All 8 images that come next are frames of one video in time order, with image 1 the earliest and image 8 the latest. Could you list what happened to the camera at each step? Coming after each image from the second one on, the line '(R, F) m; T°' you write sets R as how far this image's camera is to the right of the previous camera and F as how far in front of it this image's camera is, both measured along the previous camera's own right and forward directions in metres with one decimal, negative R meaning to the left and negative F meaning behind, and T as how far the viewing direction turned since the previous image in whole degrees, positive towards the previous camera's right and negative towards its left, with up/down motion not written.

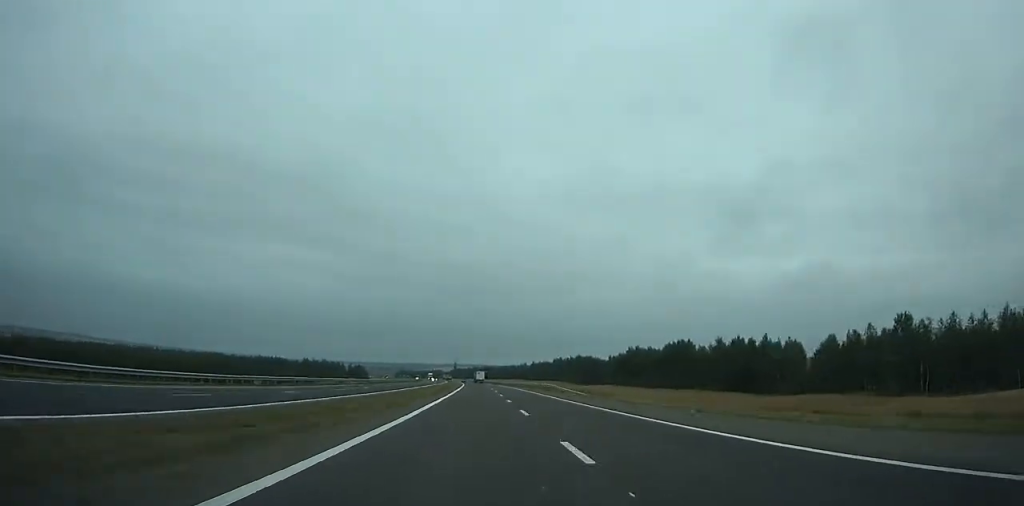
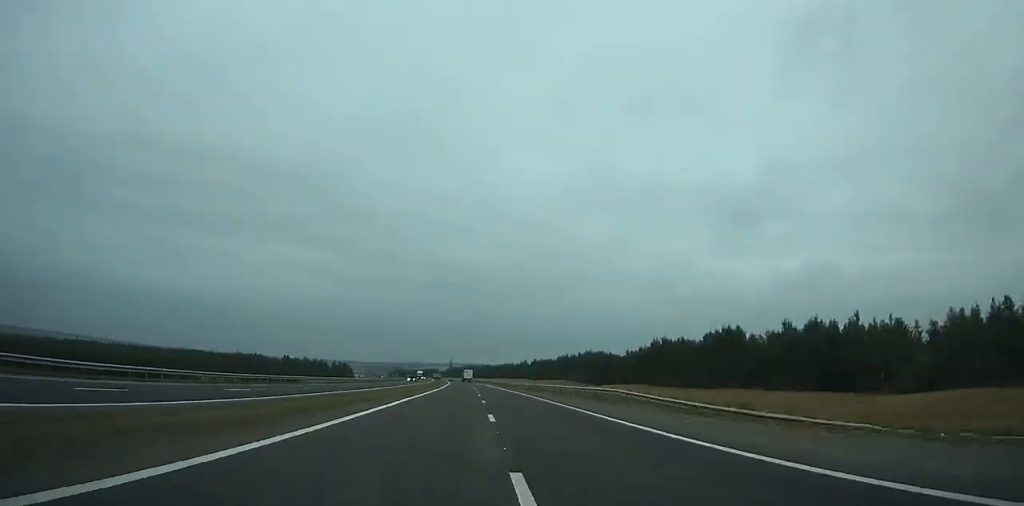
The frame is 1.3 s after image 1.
(0.0, +38.9) m; -1°
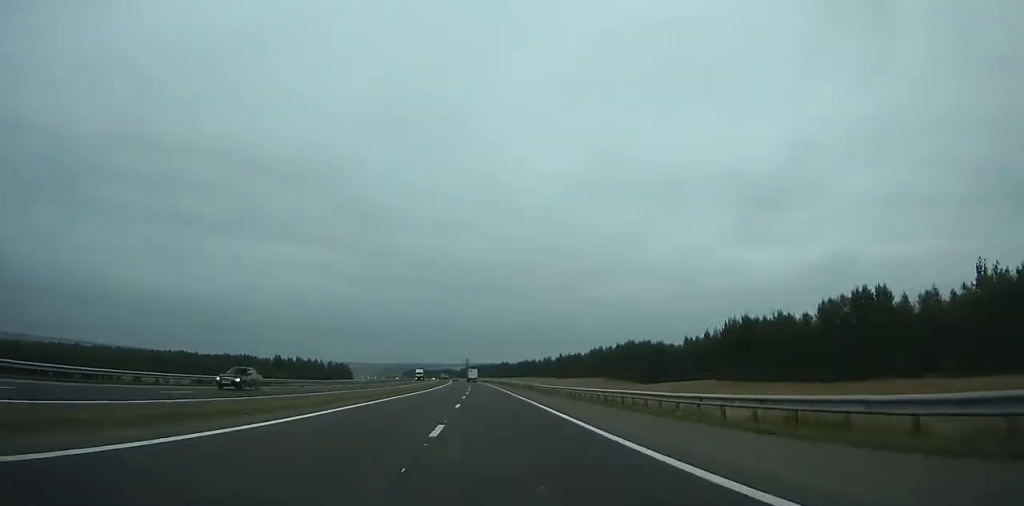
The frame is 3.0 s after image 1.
(-0.6, +50.0) m; -1°
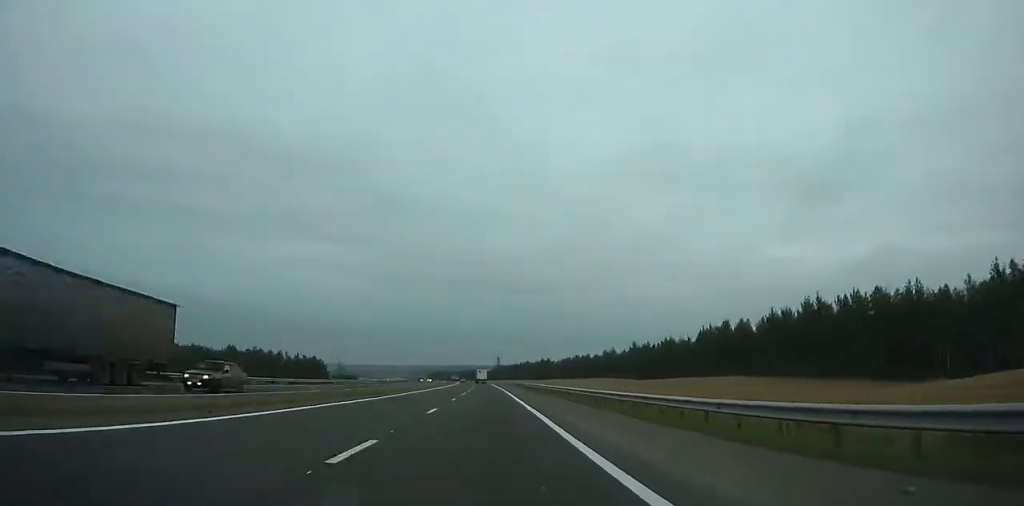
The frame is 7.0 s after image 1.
(-2.8, +114.5) m; -3°
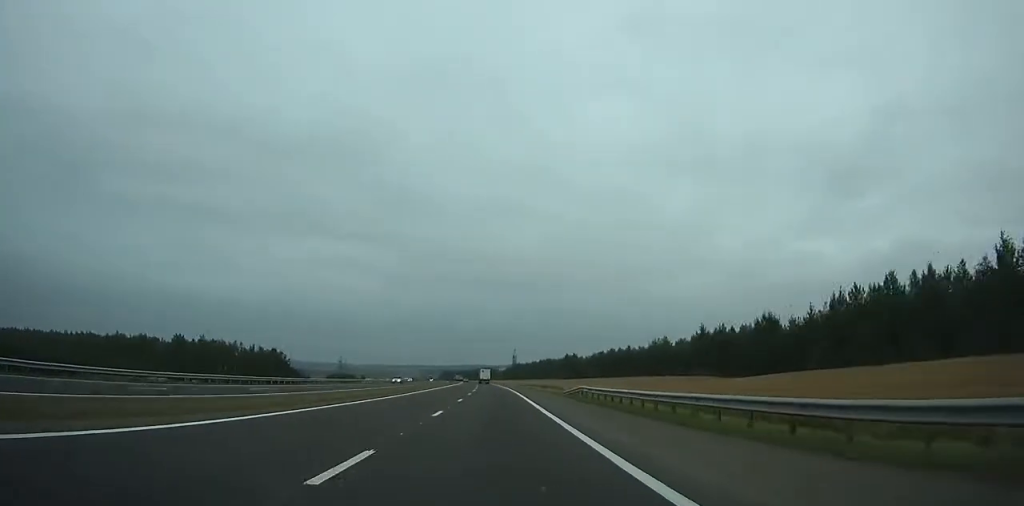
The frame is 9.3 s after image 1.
(-1.1, +63.0) m; -1°
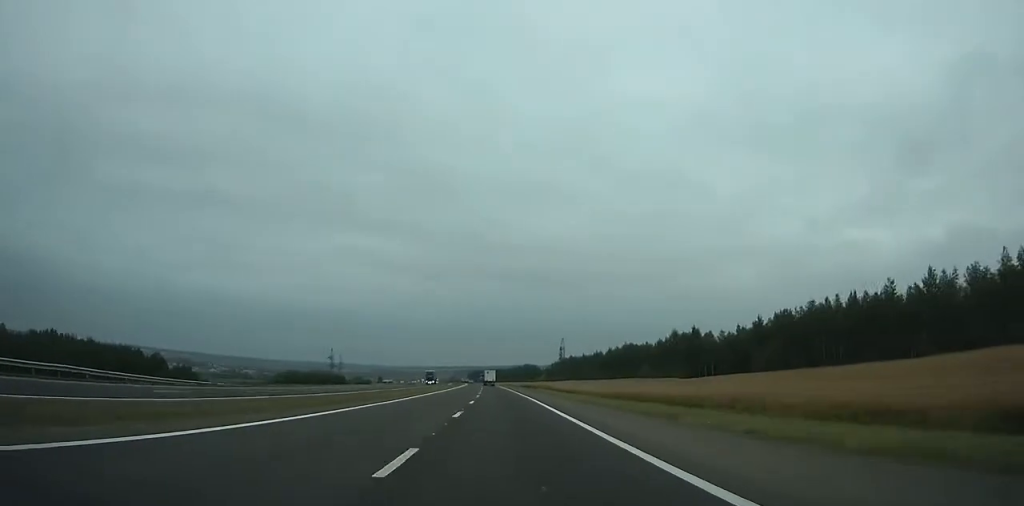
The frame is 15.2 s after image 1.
(-3.7, +156.2) m; -3°
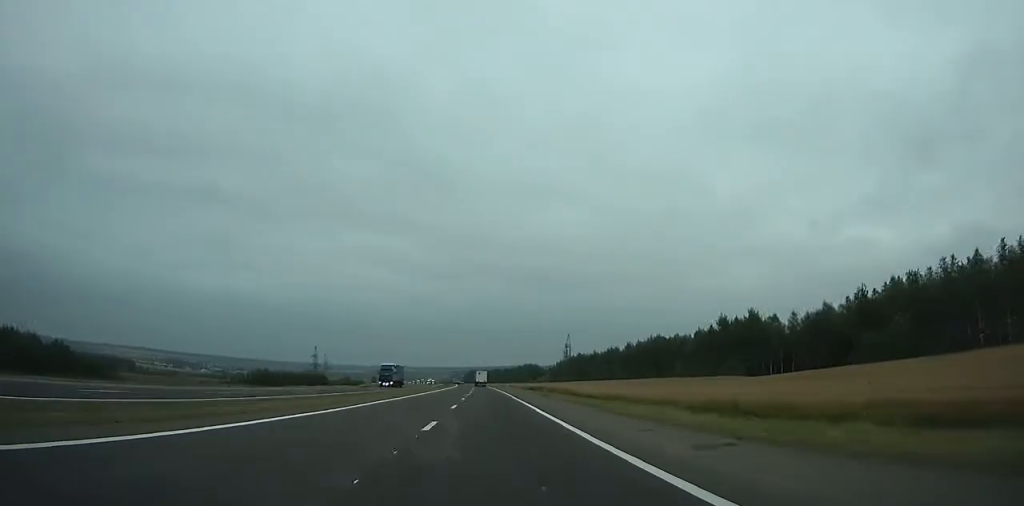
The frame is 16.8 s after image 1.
(-0.2, +41.8) m; -1°
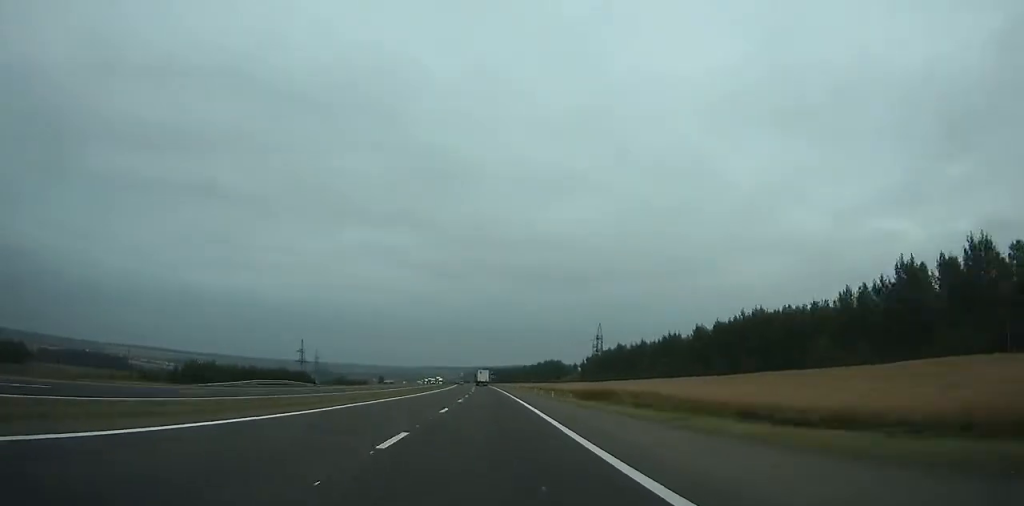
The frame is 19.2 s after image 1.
(-0.6, +63.1) m; -1°
